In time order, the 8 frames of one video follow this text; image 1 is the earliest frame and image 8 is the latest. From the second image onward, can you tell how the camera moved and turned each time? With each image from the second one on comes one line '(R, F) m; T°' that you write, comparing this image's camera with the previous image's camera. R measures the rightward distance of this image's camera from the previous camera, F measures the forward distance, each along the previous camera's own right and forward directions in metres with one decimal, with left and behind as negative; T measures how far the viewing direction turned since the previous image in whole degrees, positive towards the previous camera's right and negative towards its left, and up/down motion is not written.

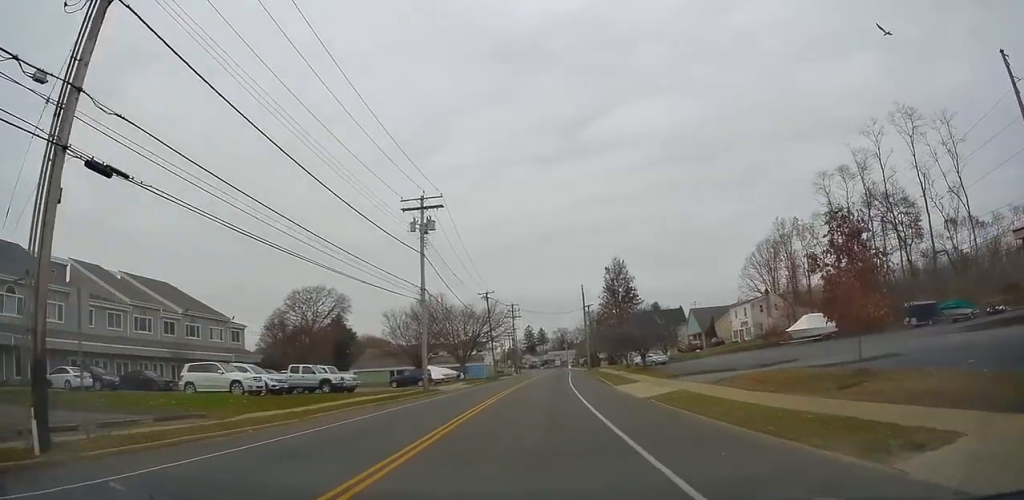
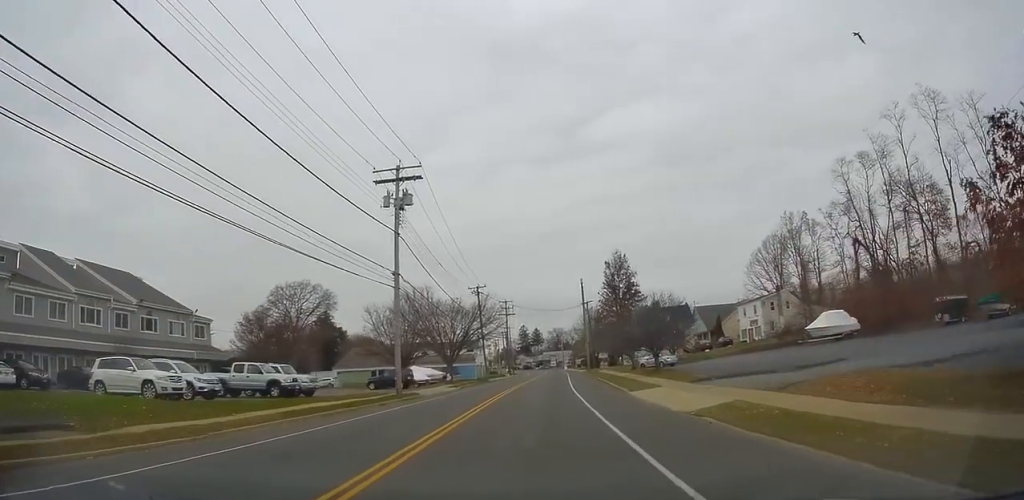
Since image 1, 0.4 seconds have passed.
(+0.2, +6.5) m; 0°
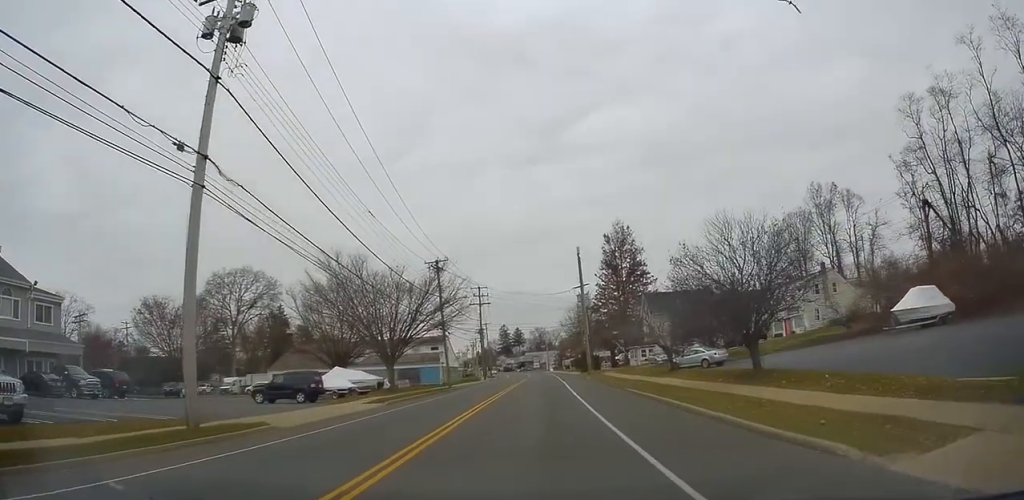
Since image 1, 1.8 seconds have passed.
(-0.1, +19.7) m; 0°
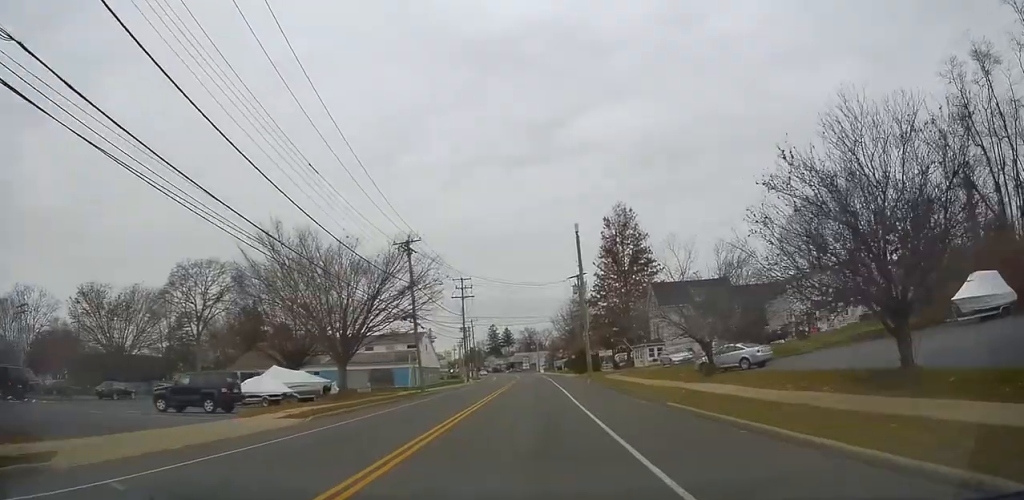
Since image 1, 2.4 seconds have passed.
(+0.1, +9.1) m; +1°
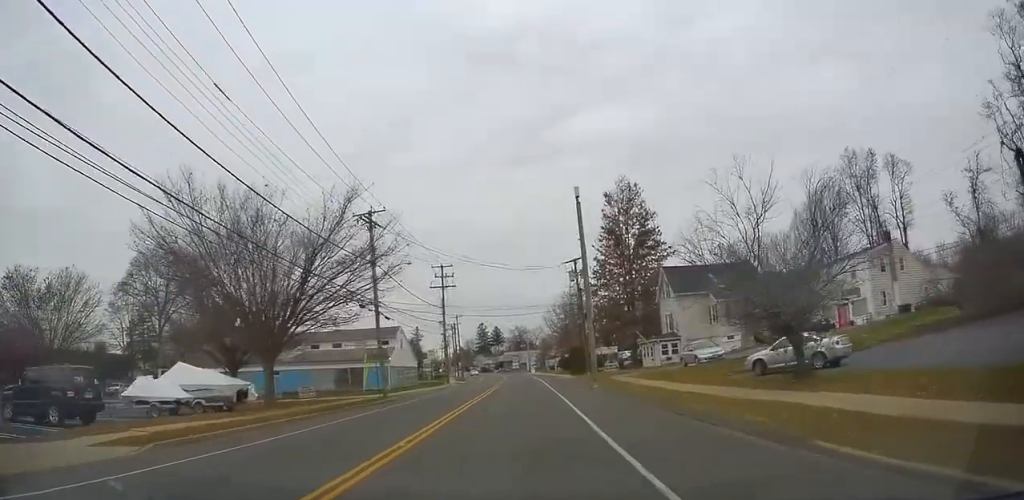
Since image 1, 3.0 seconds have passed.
(+0.2, +9.2) m; +1°
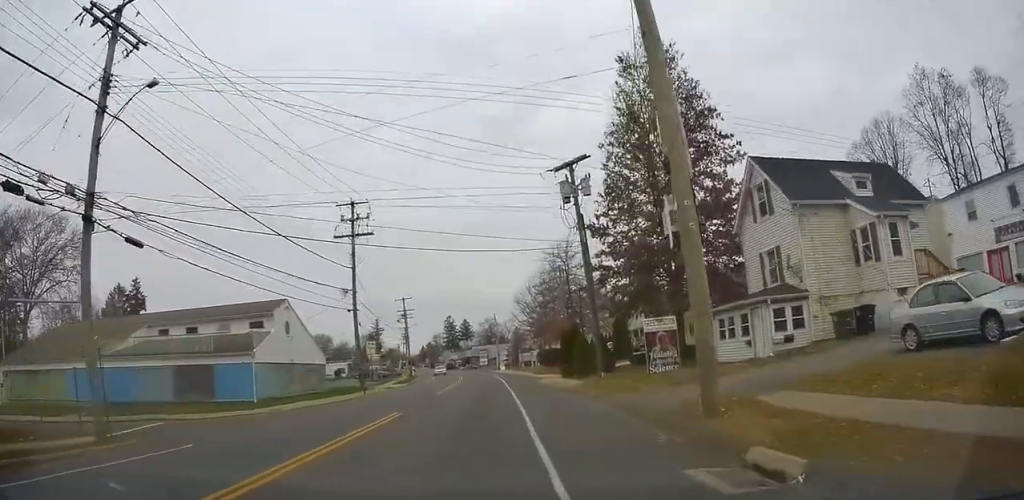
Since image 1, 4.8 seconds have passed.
(+0.8, +25.5) m; +4°
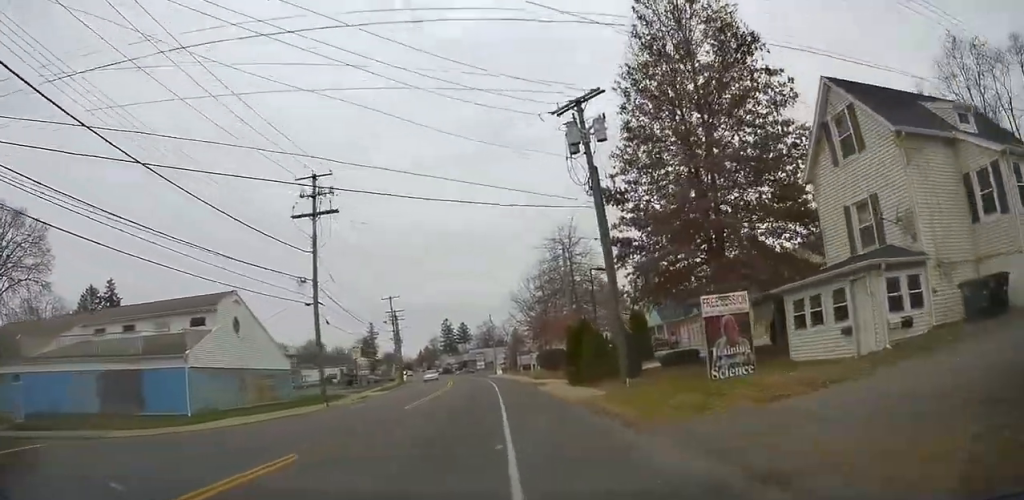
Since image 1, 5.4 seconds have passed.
(+0.1, +7.6) m; 0°
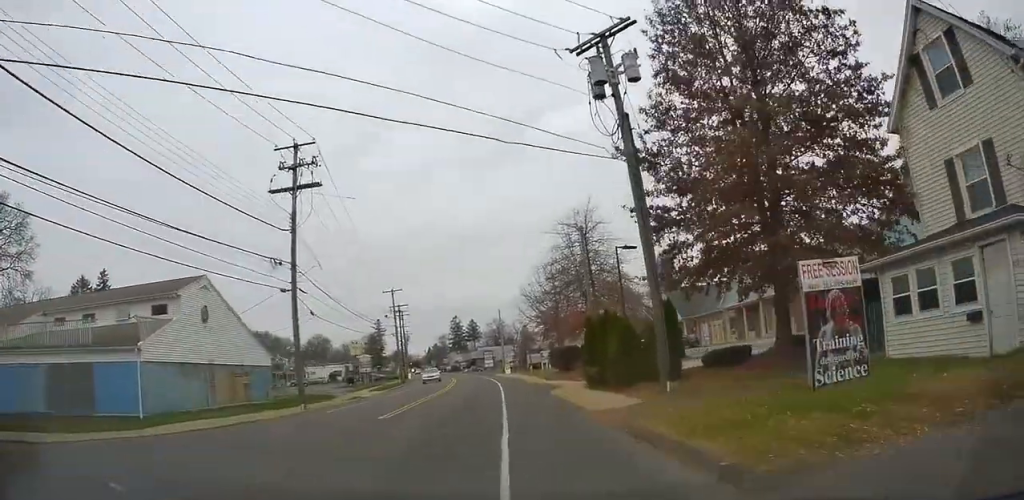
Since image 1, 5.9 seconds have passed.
(0.0, +5.1) m; 0°
